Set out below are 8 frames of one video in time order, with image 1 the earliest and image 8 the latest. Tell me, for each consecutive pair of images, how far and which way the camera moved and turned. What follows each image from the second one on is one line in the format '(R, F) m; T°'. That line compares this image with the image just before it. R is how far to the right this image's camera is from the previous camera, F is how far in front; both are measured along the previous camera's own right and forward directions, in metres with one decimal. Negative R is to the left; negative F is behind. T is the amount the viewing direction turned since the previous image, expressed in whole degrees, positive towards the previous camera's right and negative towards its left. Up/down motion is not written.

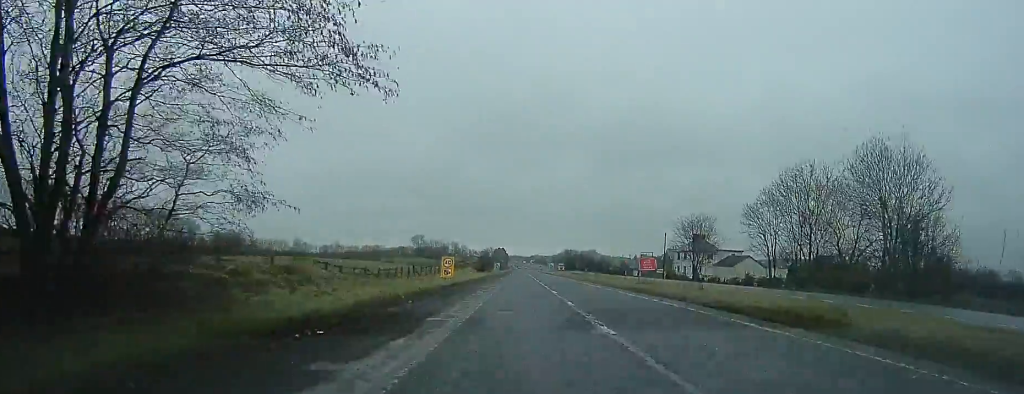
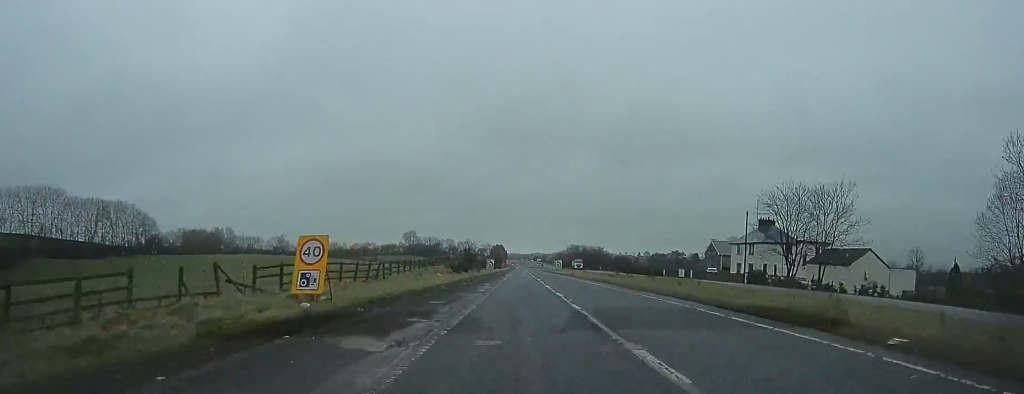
(+0.1, +31.3) m; 0°
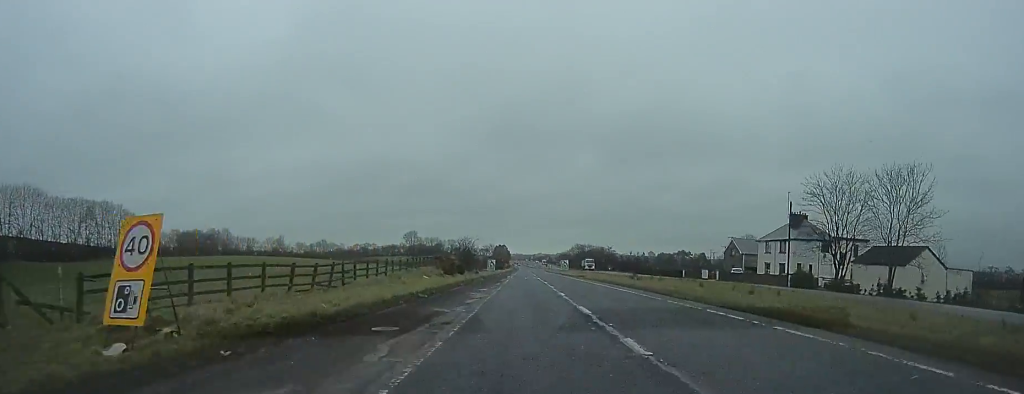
(-0.1, +8.6) m; 0°
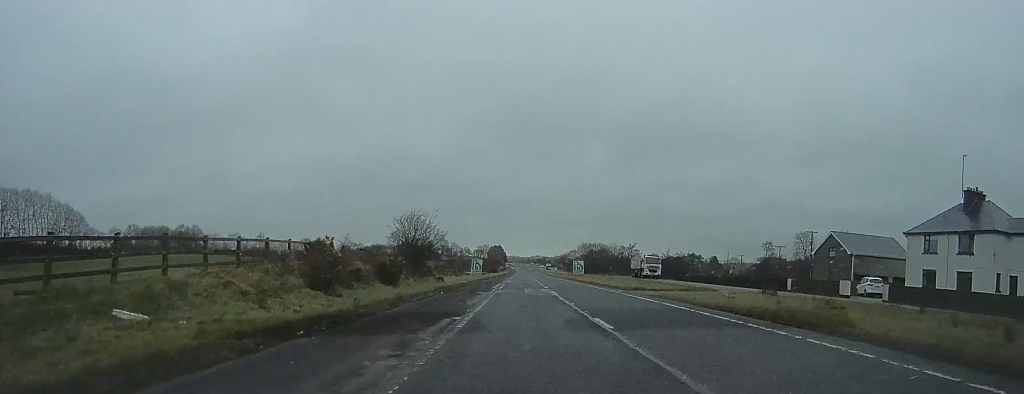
(-0.1, +31.7) m; -1°
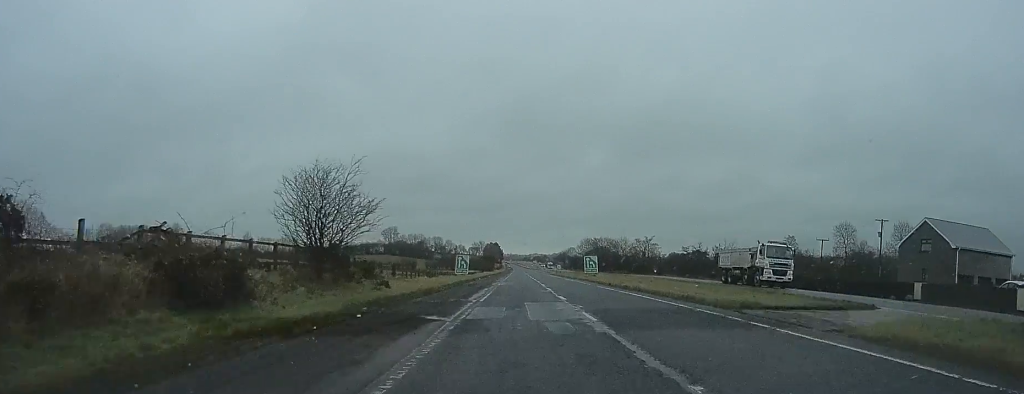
(0.0, +16.8) m; +1°
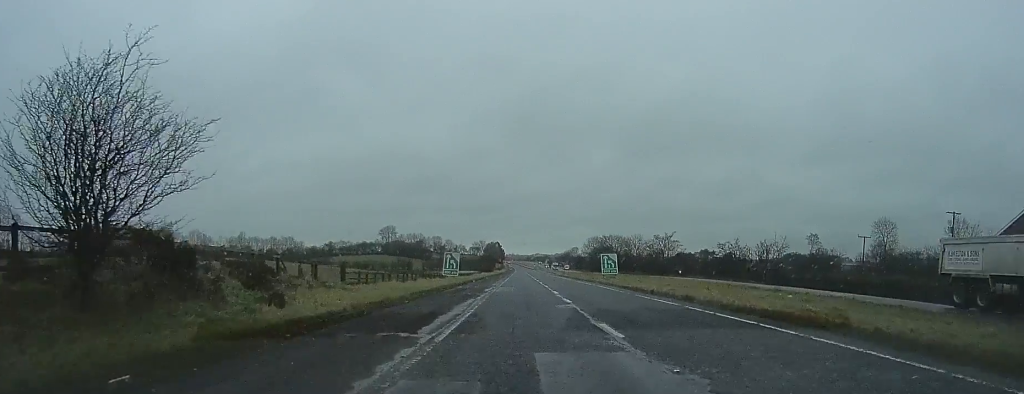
(+0.2, +11.9) m; +2°
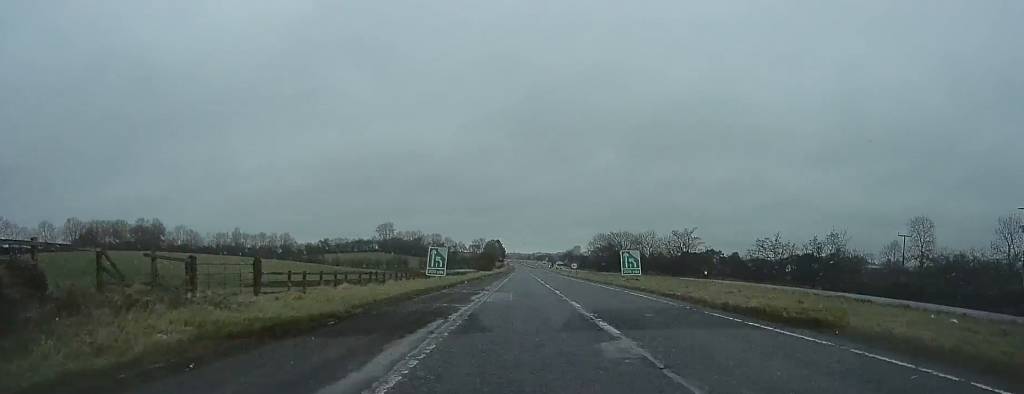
(+0.1, +9.6) m; +1°
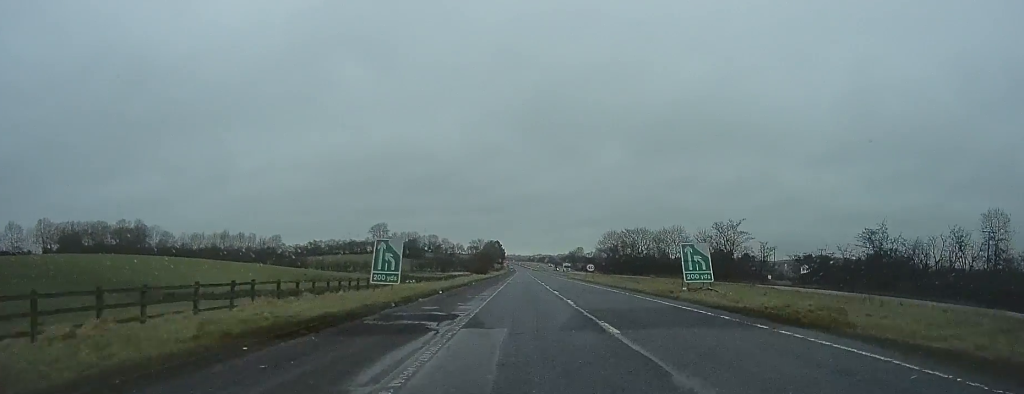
(+0.2, +16.2) m; -1°
